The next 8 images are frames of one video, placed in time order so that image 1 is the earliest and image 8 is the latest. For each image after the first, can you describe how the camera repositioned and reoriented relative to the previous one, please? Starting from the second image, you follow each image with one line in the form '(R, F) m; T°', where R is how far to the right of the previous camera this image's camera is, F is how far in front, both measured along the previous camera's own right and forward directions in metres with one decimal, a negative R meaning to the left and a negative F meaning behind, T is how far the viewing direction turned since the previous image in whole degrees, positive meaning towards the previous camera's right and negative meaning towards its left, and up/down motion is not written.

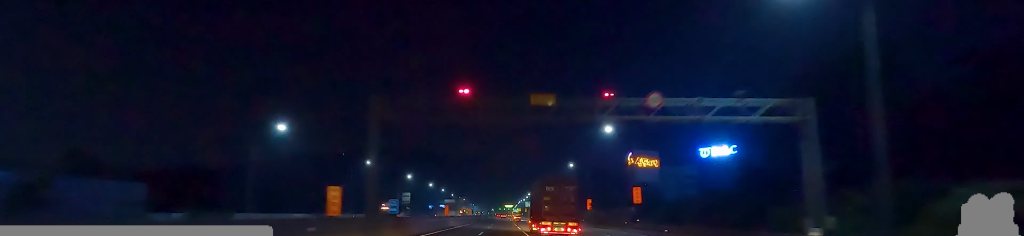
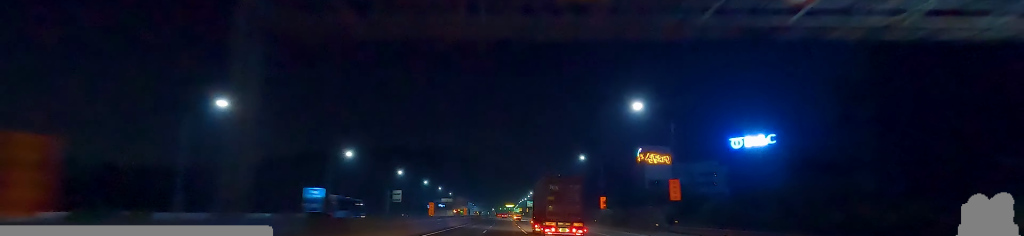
(+0.4, +14.5) m; +1°
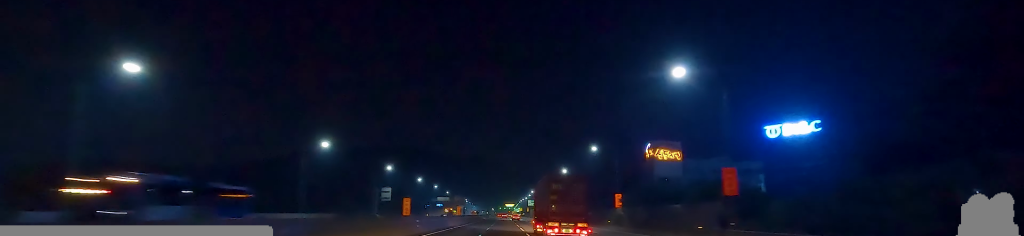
(+0.2, +12.8) m; +1°
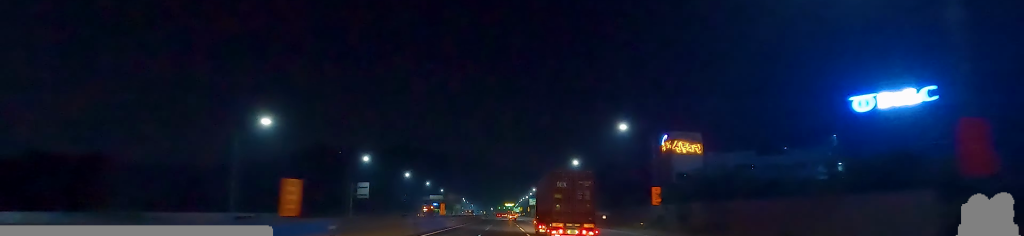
(0.0, +20.6) m; -1°
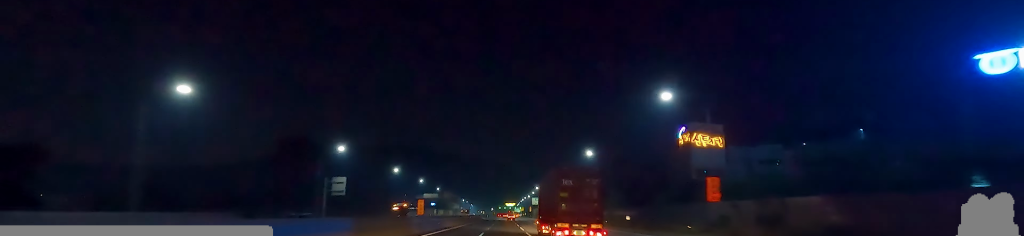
(-0.3, +16.4) m; 0°
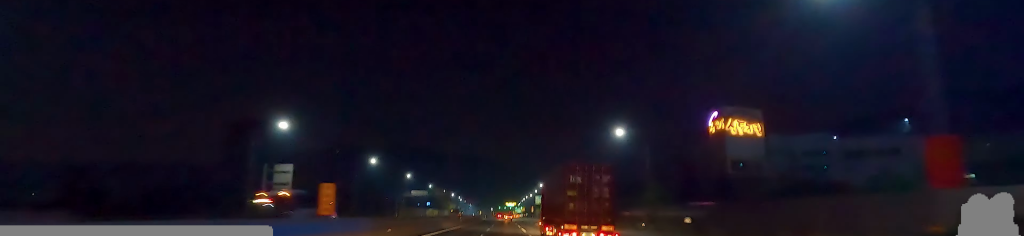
(-0.2, +23.5) m; 0°
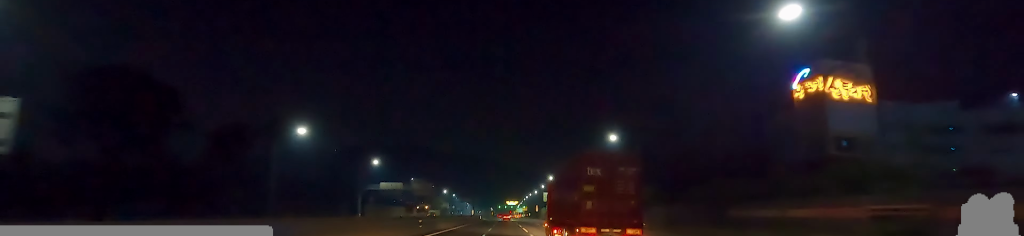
(-0.2, +39.5) m; -1°
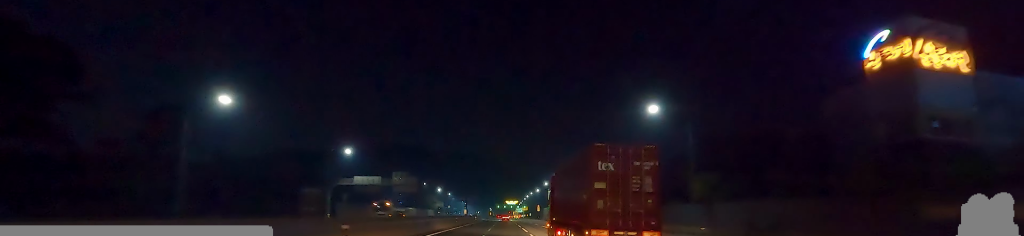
(-0.1, +19.6) m; 0°
